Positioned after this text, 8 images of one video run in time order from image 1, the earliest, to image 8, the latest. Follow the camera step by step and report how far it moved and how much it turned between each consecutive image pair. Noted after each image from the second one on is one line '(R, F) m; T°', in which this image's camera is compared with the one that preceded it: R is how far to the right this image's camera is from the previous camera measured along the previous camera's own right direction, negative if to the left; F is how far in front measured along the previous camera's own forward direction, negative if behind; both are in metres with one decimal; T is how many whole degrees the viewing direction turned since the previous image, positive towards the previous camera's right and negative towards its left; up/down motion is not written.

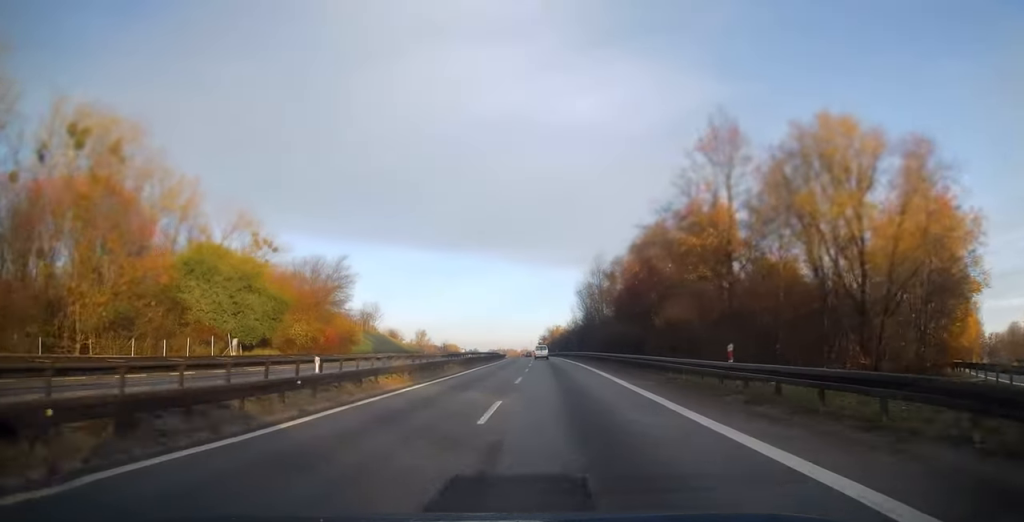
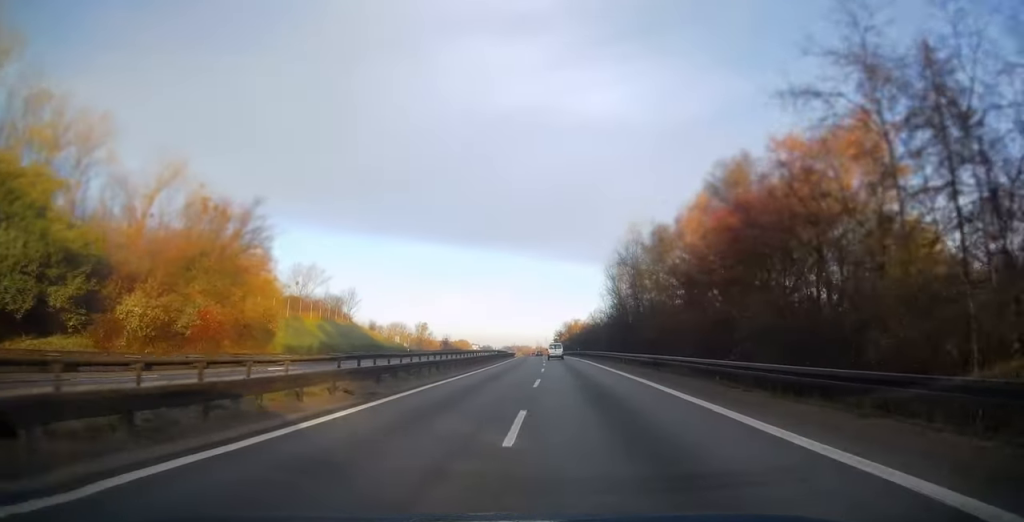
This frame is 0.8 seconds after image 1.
(-0.3, +26.5) m; -1°
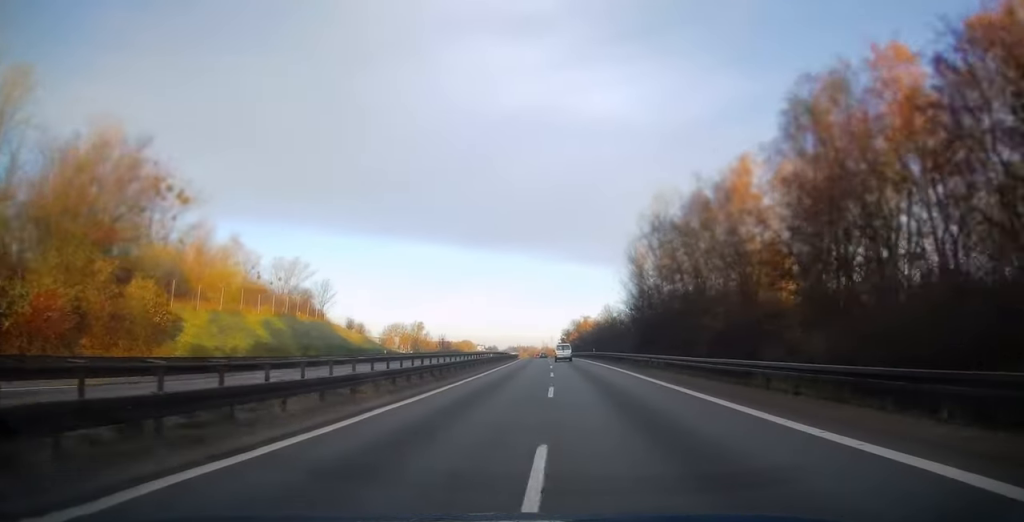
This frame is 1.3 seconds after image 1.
(-0.1, +15.9) m; -1°
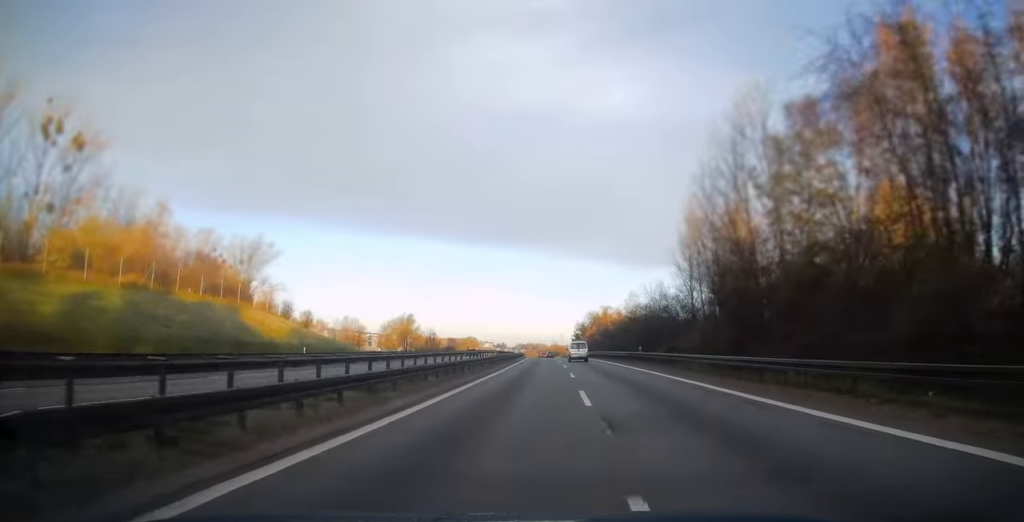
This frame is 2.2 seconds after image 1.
(-0.2, +27.1) m; -1°
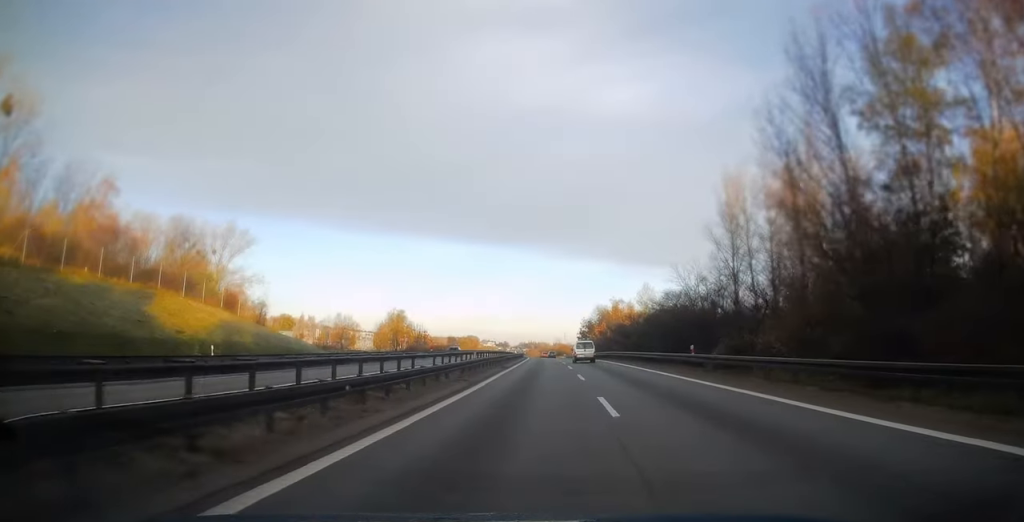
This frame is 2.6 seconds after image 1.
(-0.1, +13.8) m; 0°
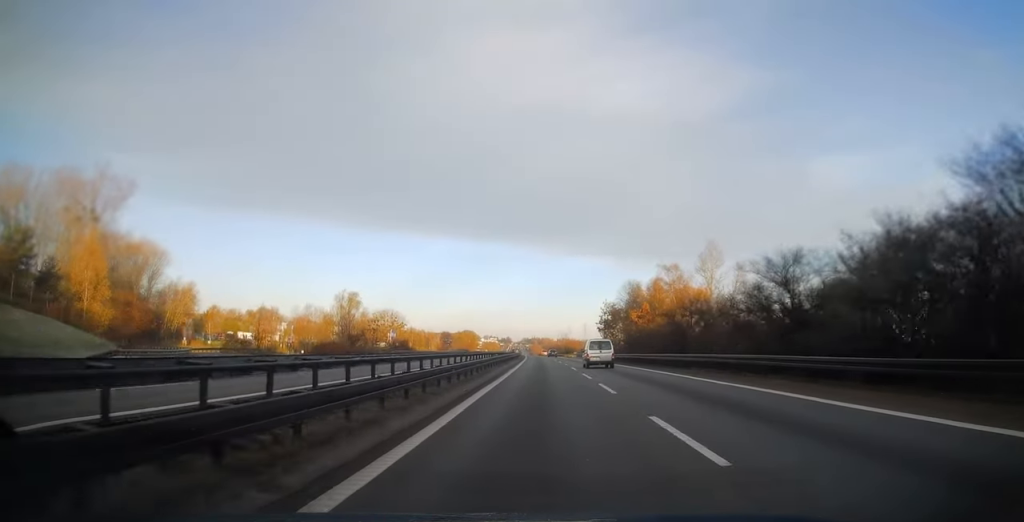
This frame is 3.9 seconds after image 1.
(-0.1, +40.7) m; 0°
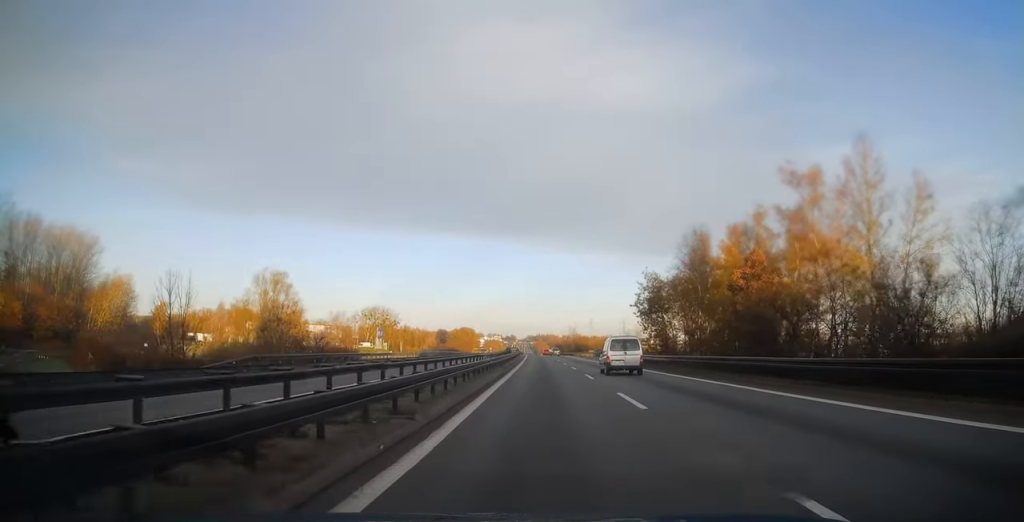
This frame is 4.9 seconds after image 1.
(-0.2, +33.8) m; 0°
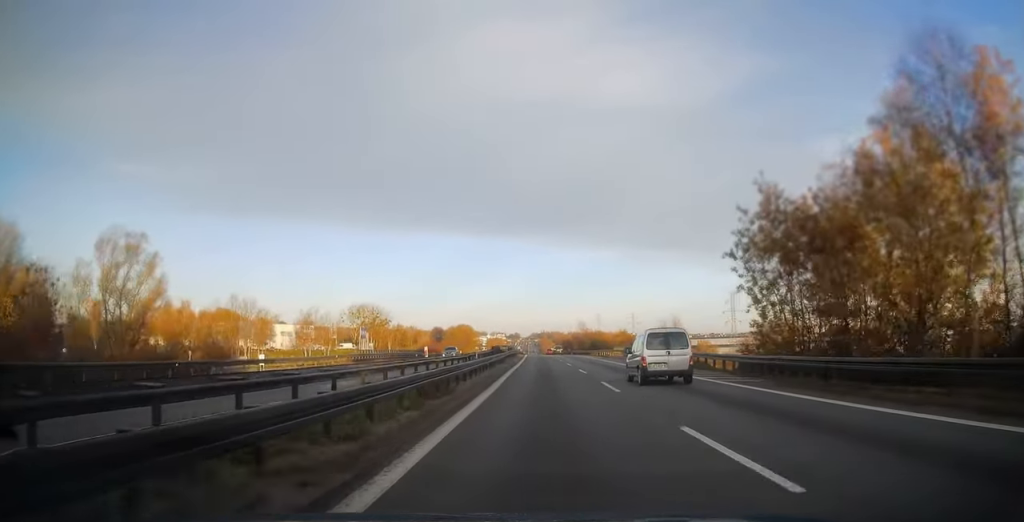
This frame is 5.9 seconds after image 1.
(0.0, +31.7) m; -1°
